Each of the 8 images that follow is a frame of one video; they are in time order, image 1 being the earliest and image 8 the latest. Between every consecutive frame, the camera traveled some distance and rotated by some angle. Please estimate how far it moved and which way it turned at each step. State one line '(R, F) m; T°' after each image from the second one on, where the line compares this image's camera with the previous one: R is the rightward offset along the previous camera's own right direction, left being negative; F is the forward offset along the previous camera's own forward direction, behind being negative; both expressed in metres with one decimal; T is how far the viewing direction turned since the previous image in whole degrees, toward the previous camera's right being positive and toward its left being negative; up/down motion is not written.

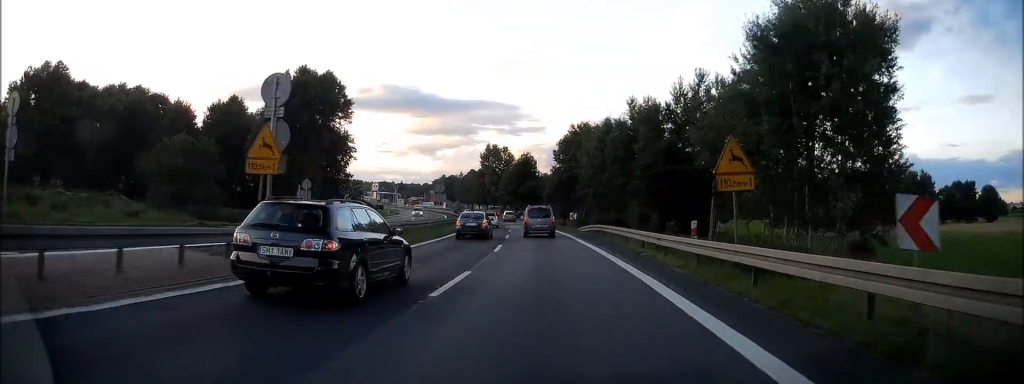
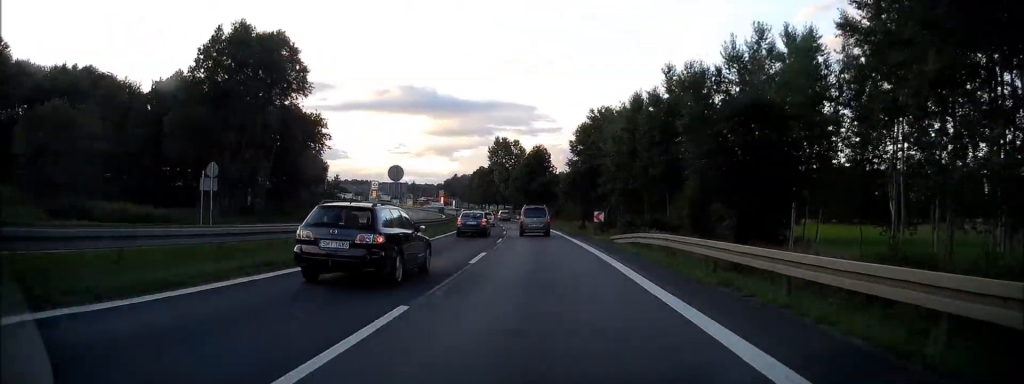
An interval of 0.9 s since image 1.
(-0.2, +17.6) m; -1°
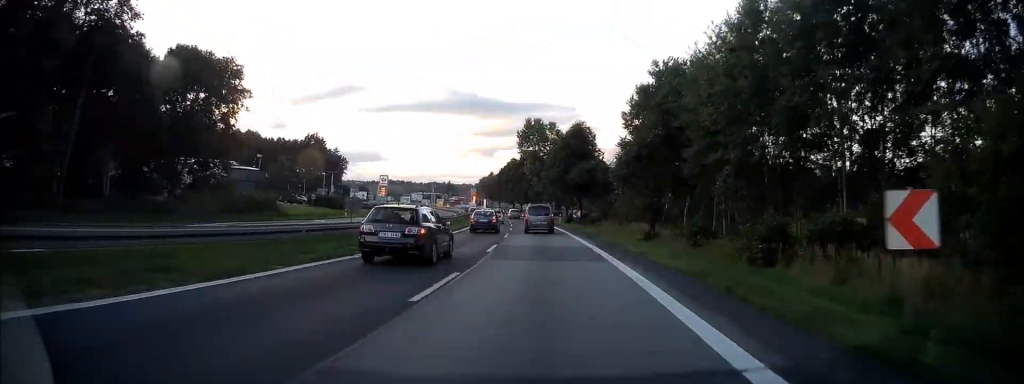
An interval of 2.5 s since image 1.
(-0.5, +31.5) m; -3°
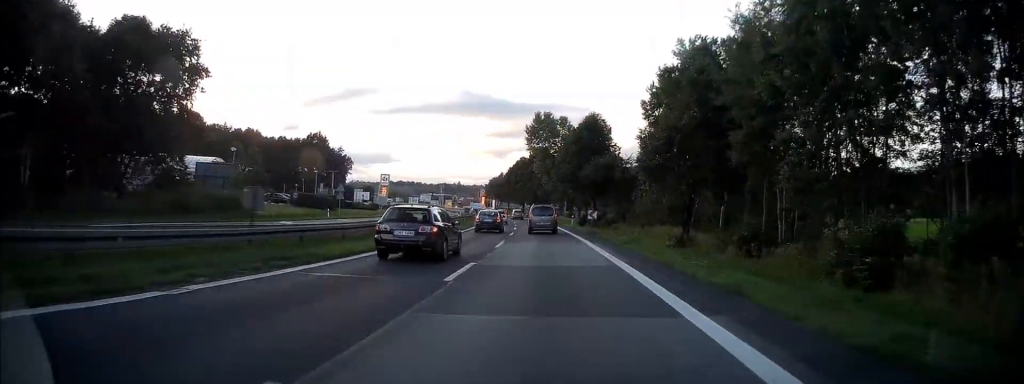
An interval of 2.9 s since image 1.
(-0.2, +9.0) m; -1°
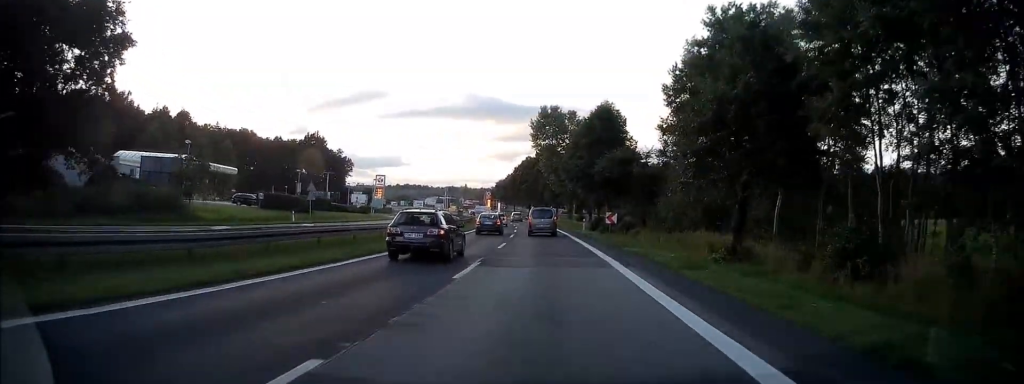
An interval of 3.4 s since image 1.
(-0.1, +9.7) m; -1°
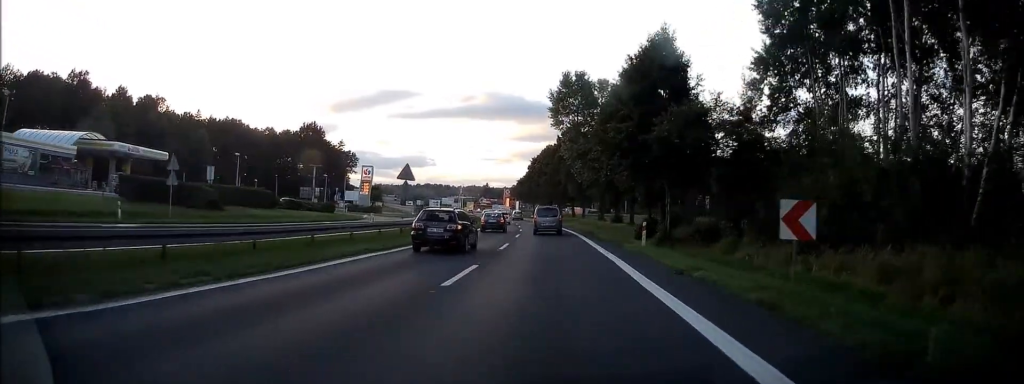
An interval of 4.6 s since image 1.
(-0.6, +25.4) m; -3°
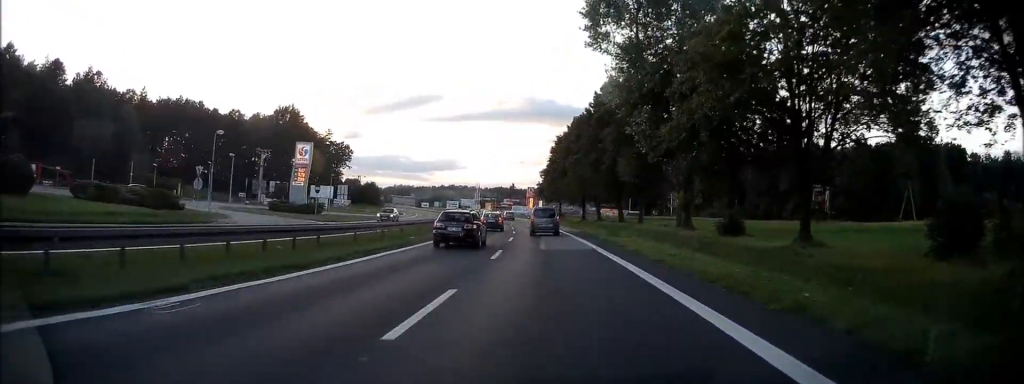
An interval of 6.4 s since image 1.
(-1.3, +39.7) m; -3°
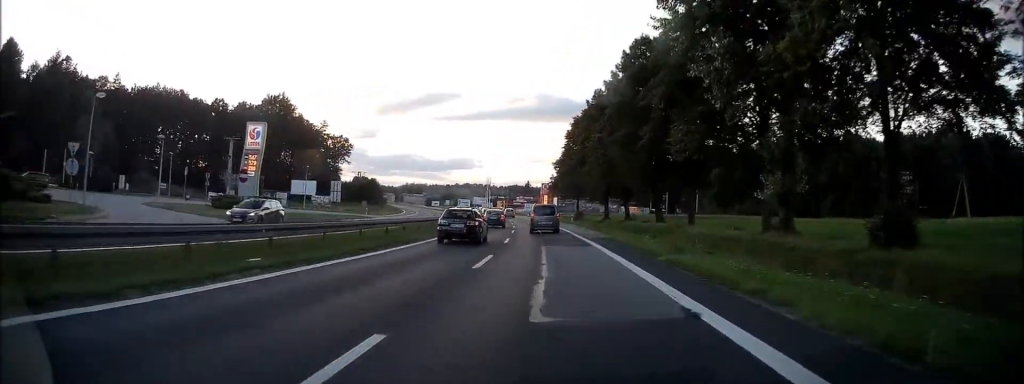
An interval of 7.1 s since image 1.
(-0.1, +16.0) m; -1°
